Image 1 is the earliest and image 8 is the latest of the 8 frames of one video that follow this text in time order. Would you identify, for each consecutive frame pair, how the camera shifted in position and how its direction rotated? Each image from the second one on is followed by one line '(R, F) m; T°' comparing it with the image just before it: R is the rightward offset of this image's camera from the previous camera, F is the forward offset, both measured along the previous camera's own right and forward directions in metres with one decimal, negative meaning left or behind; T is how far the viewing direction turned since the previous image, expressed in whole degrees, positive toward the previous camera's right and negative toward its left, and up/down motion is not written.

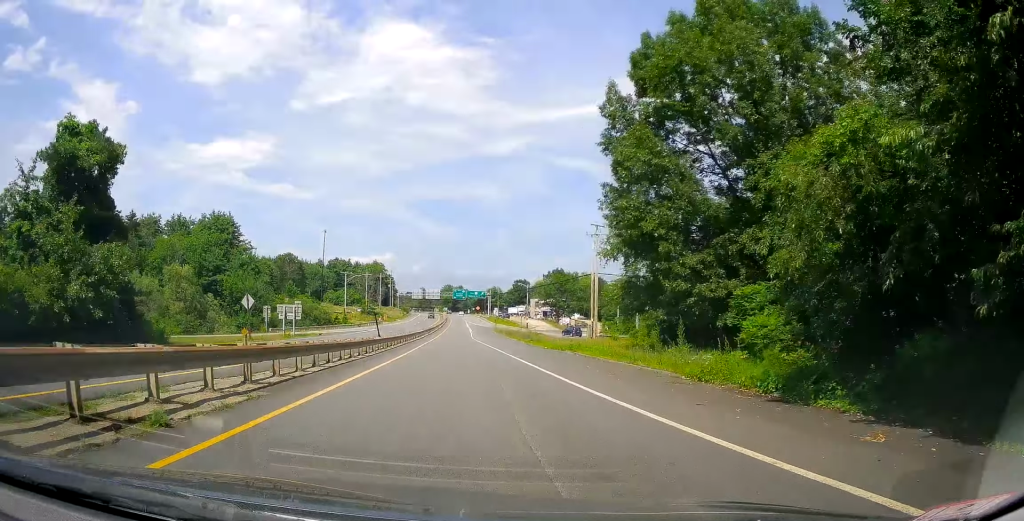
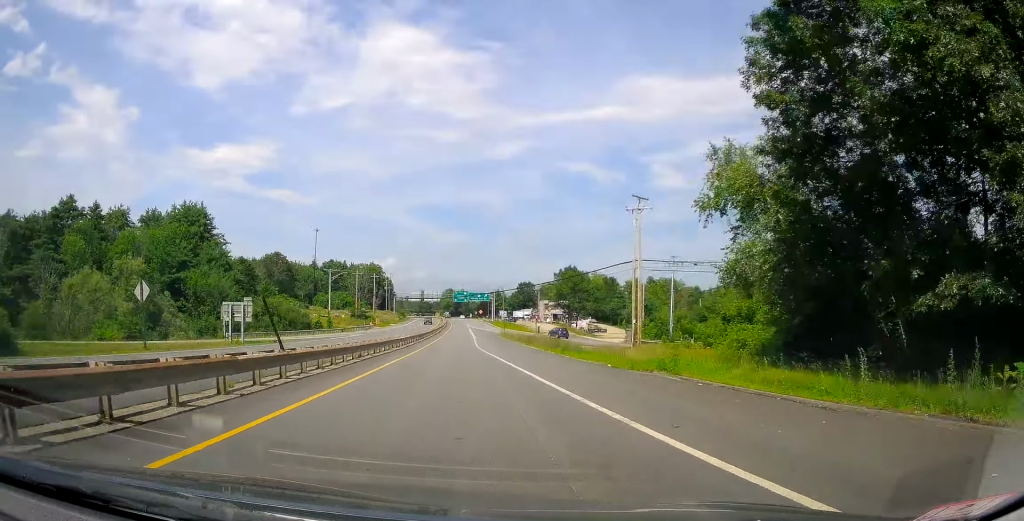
(-0.3, +16.1) m; 0°
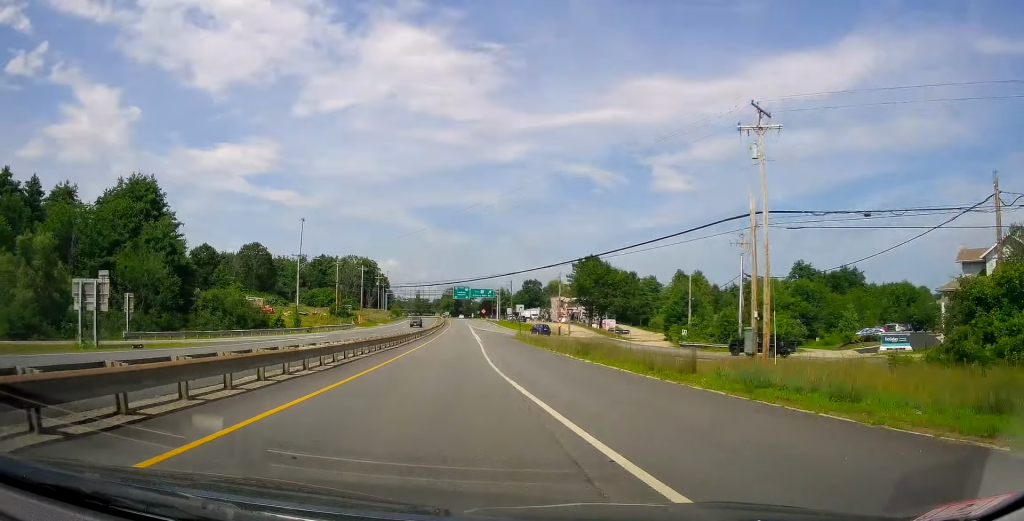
(-0.1, +22.3) m; 0°
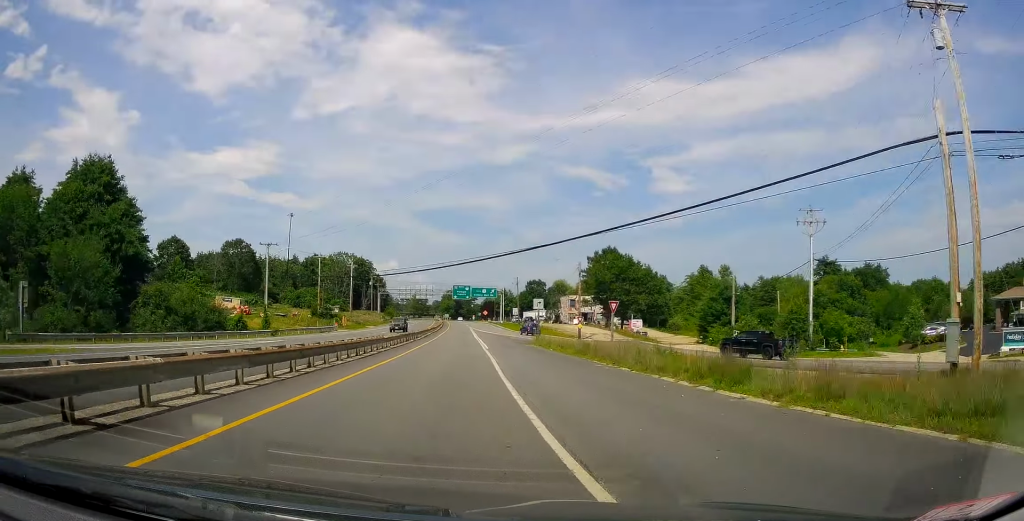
(+0.2, +14.7) m; +1°
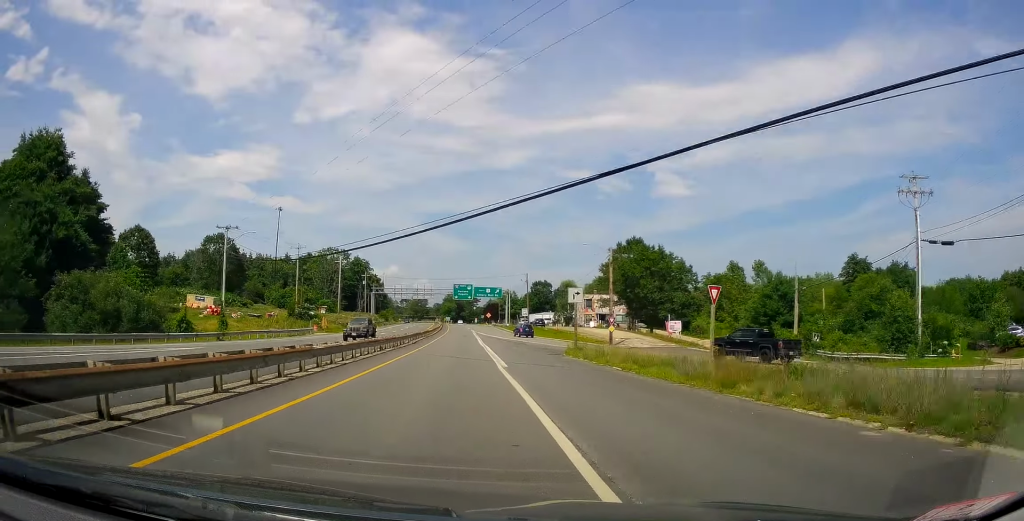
(0.0, +14.6) m; 0°
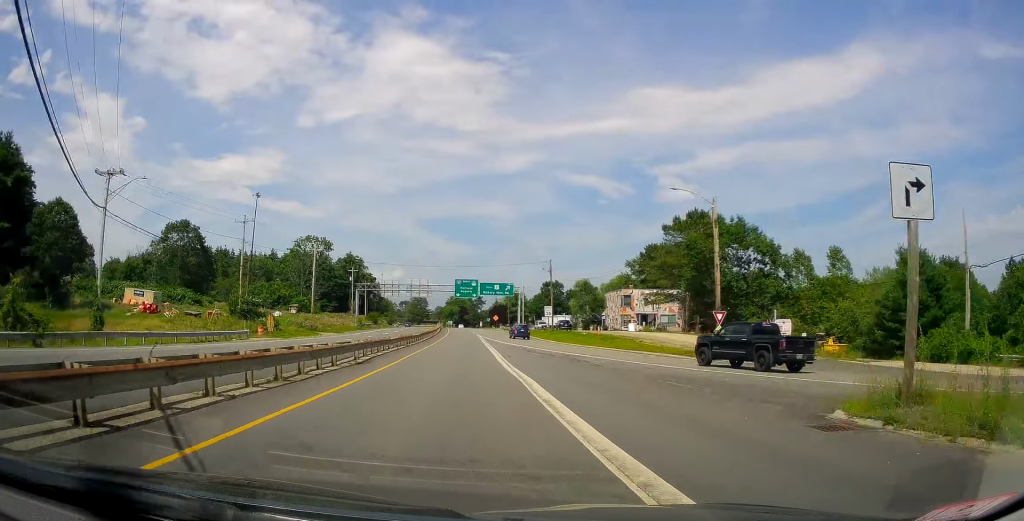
(-0.2, +24.1) m; -1°
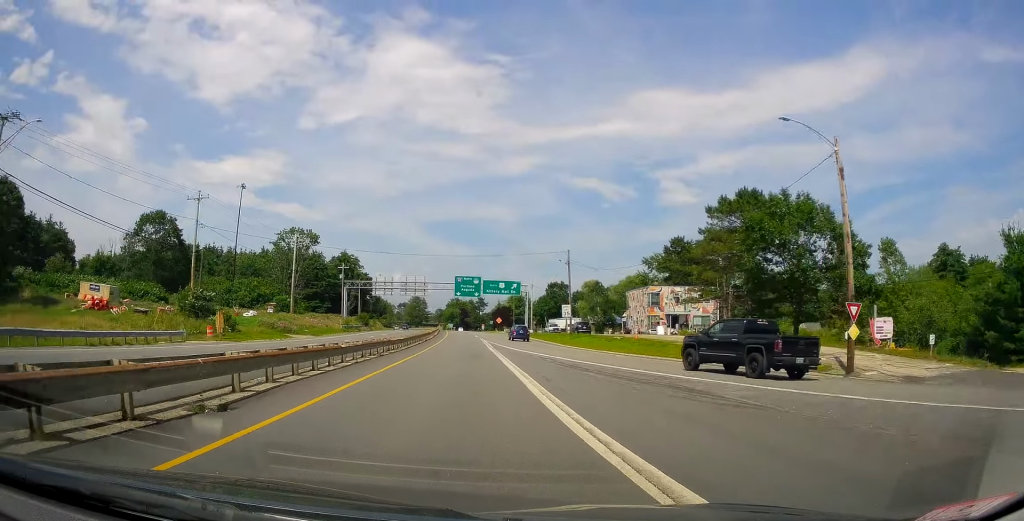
(-0.1, +12.8) m; -1°
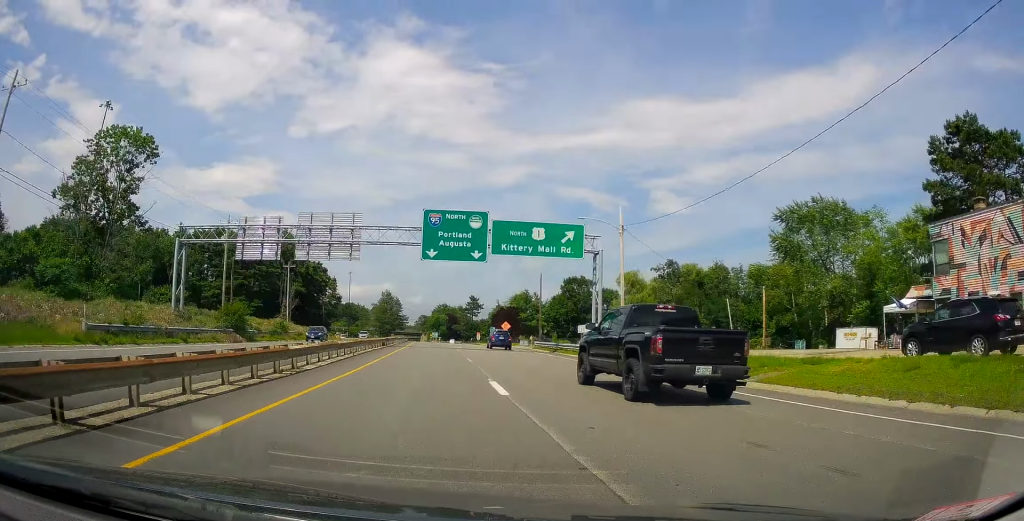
(0.0, +64.8) m; 0°
